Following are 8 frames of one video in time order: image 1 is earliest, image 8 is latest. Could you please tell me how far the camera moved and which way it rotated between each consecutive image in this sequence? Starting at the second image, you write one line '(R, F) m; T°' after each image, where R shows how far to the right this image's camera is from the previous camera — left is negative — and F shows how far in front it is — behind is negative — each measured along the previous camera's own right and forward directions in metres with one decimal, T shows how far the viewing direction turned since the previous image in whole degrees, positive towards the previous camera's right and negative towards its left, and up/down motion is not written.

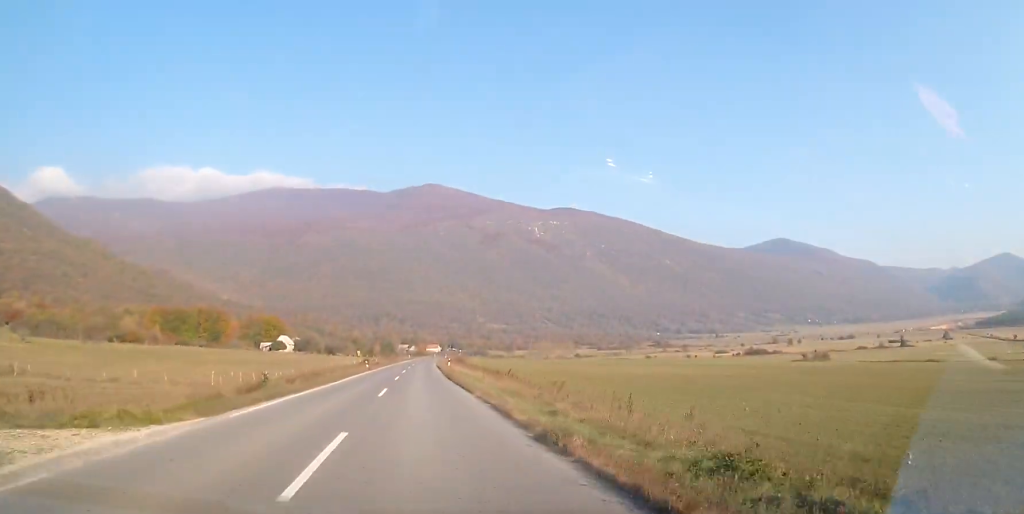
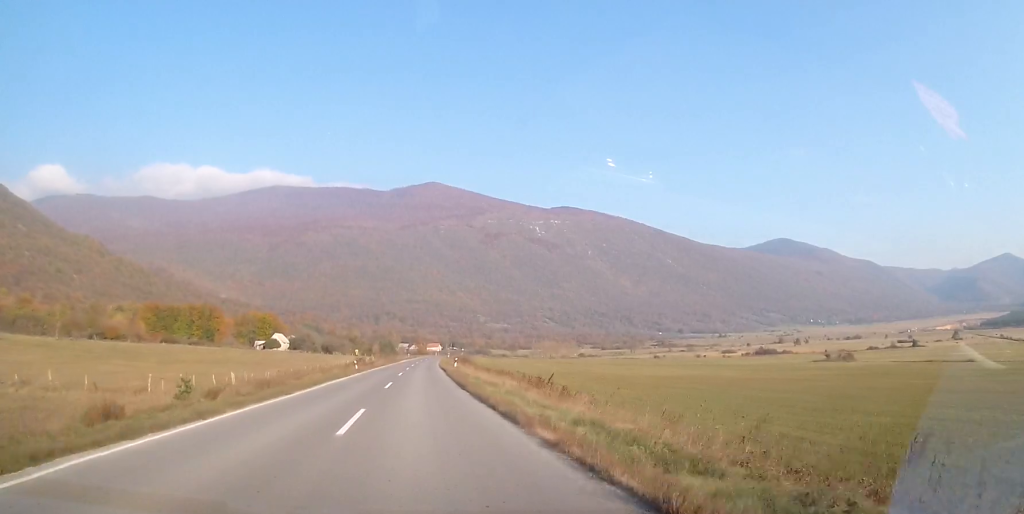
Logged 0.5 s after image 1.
(-0.3, +10.7) m; 0°
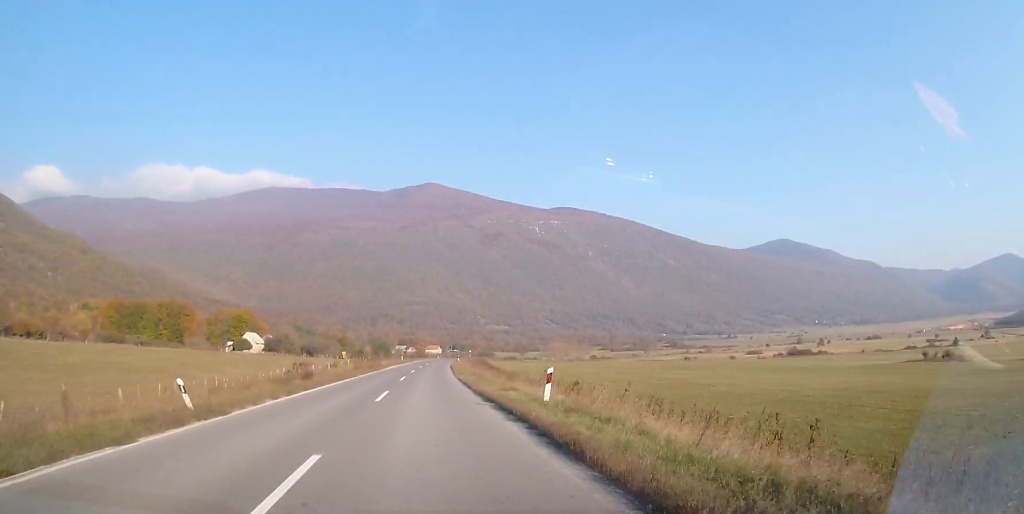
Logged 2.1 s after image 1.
(+0.7, +37.5) m; +1°
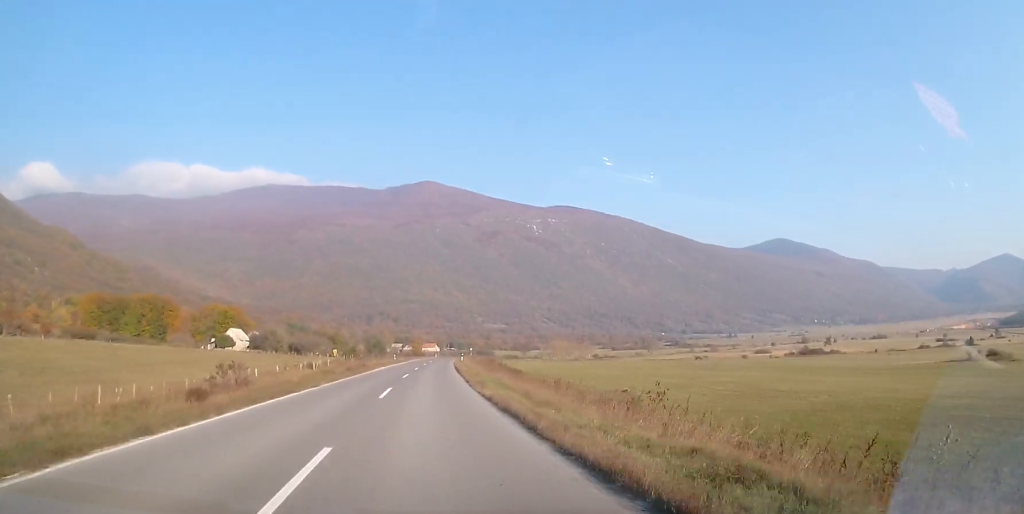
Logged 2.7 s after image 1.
(0.0, +14.5) m; 0°
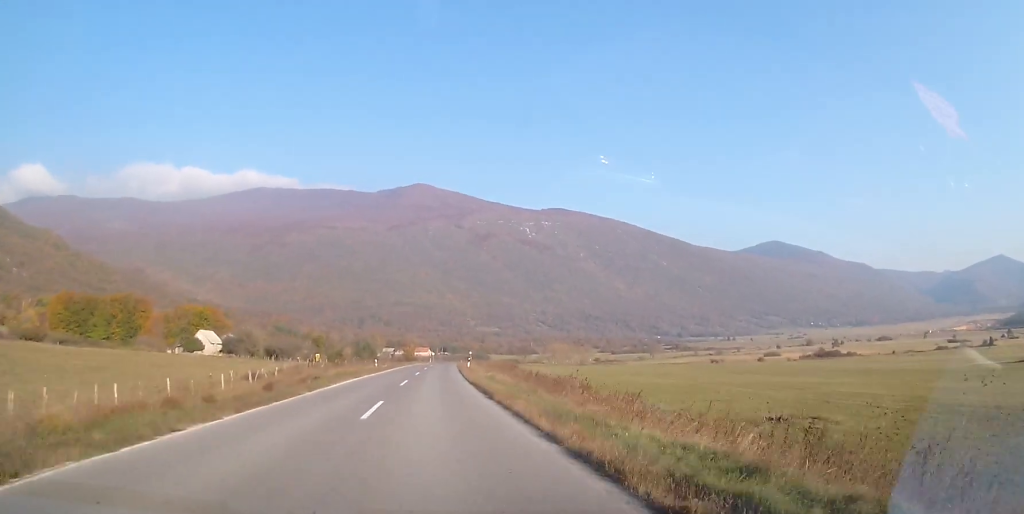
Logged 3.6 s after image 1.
(0.0, +20.6) m; 0°
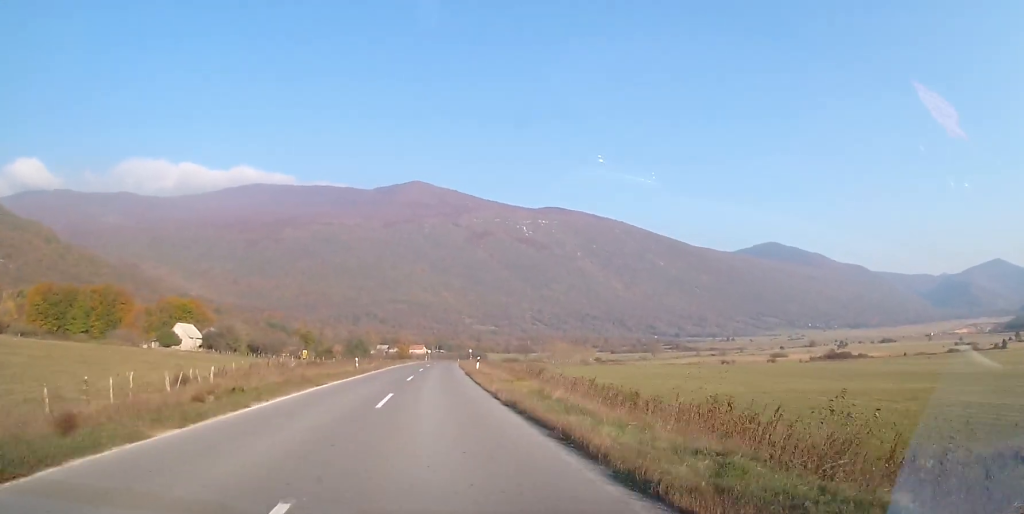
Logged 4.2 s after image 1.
(0.0, +12.8) m; +1°
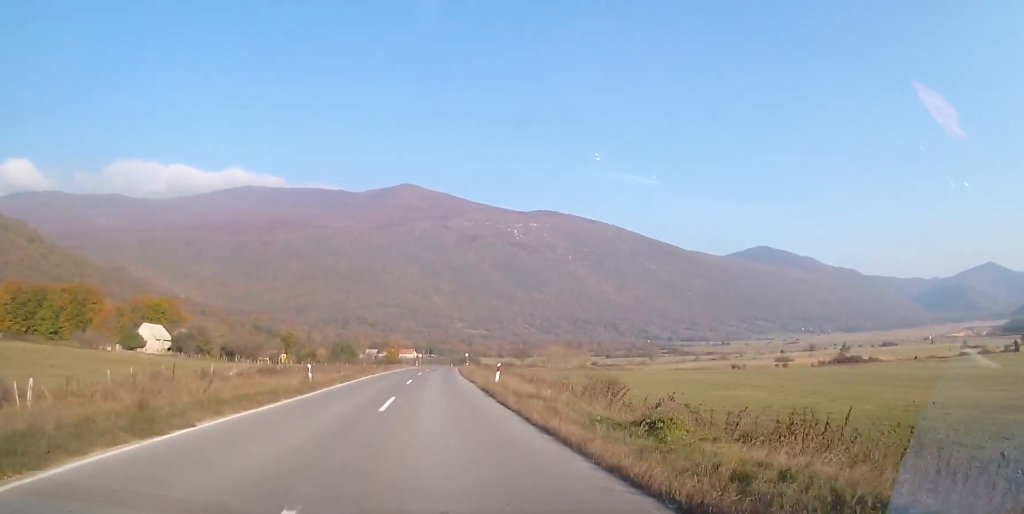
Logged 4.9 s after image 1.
(0.0, +15.1) m; +1°
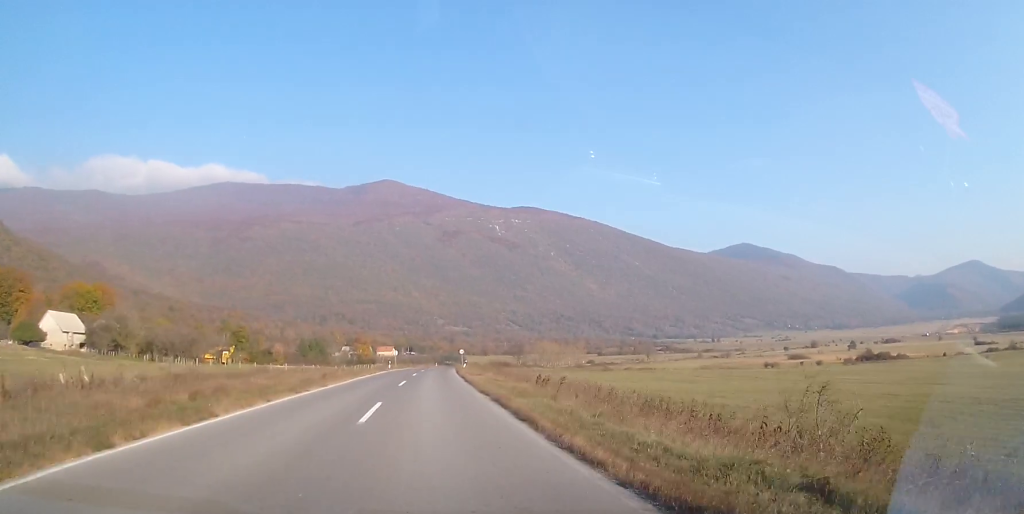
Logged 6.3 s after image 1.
(+1.2, +32.8) m; +2°
